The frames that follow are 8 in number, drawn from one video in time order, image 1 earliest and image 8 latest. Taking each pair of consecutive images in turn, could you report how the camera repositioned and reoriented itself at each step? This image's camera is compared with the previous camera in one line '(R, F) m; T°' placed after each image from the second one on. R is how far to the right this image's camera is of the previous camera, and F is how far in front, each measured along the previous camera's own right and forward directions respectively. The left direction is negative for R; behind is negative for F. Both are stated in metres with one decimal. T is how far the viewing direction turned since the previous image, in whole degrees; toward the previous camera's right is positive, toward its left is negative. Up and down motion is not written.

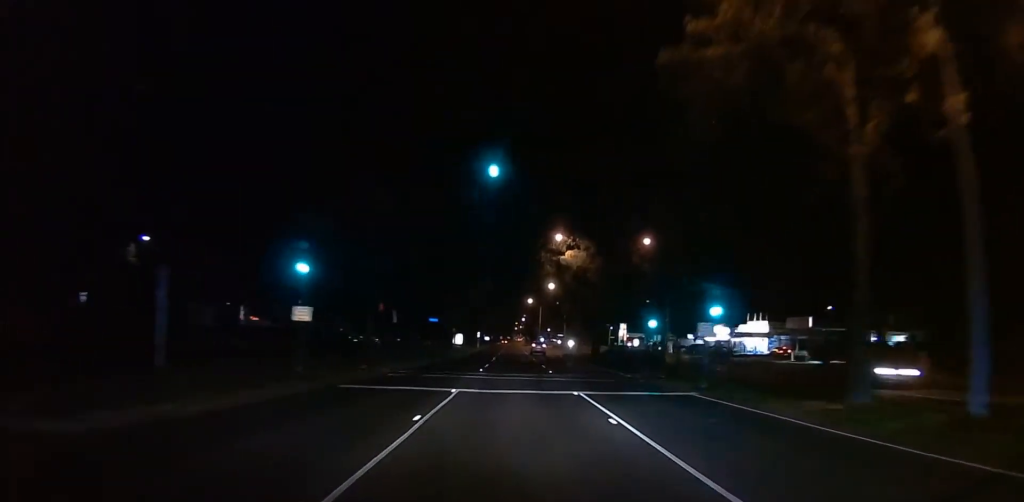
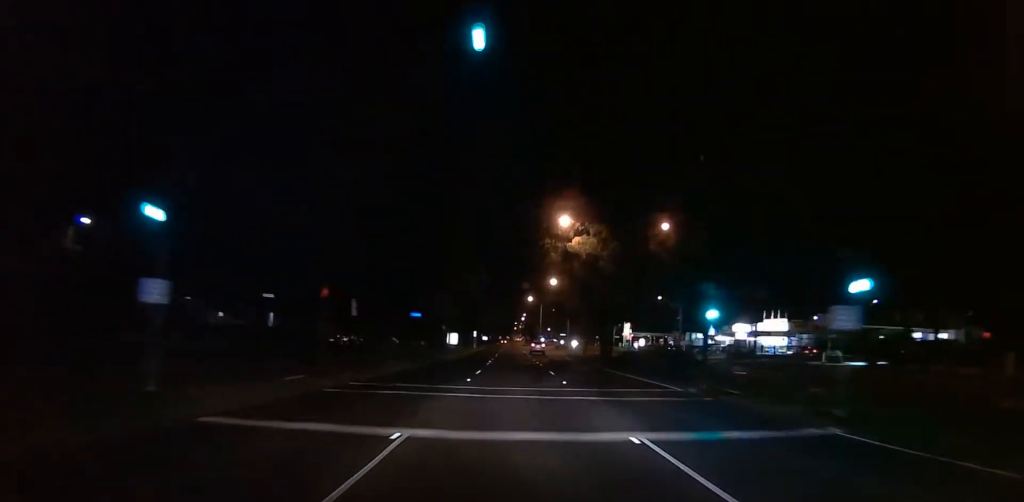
(+0.2, +8.8) m; 0°
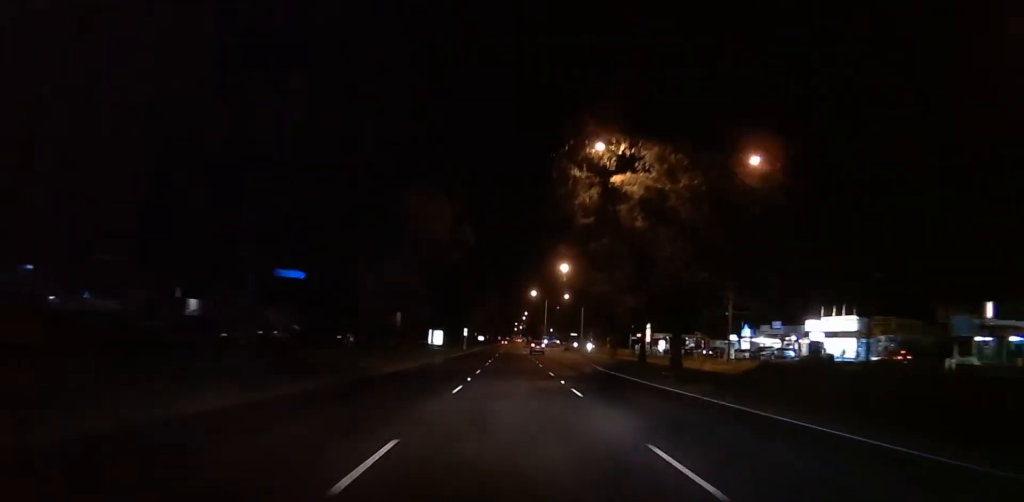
(+0.1, +23.5) m; 0°
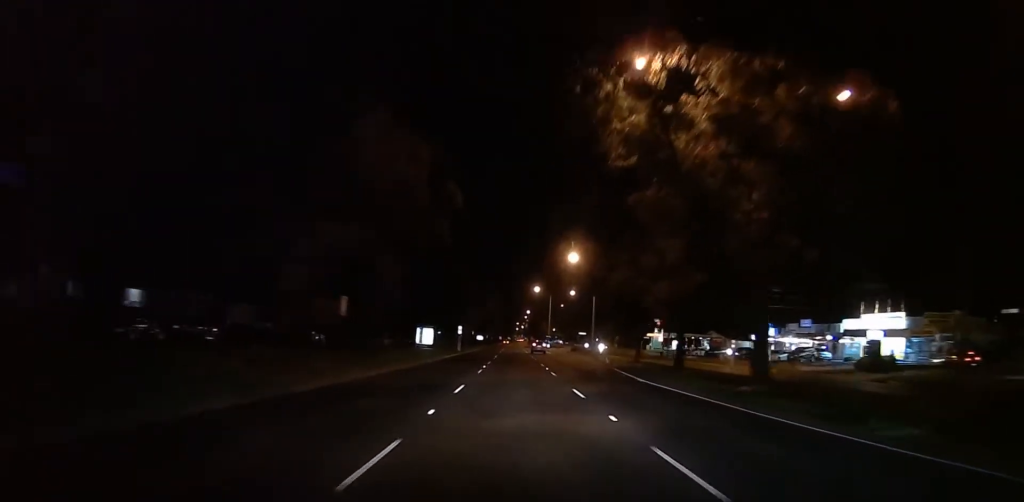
(0.0, +12.1) m; 0°
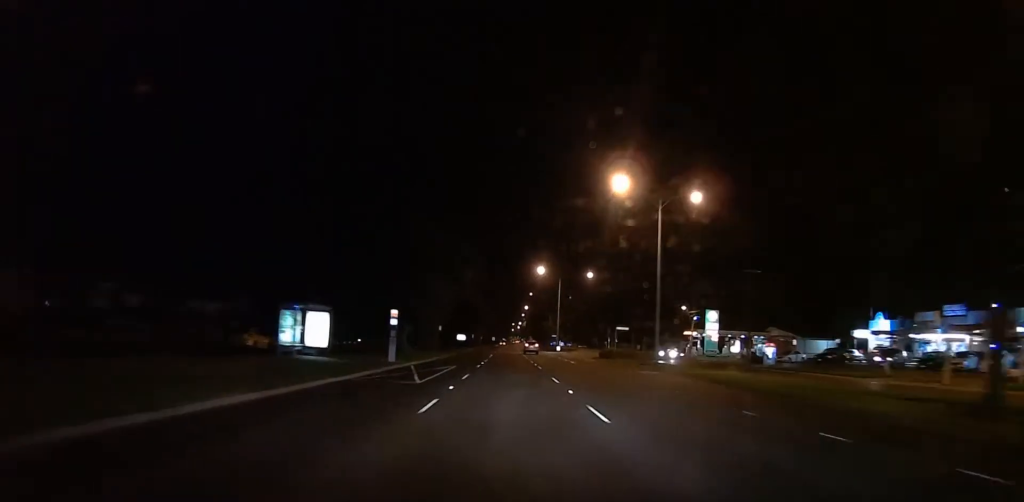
(0.0, +43.0) m; 0°
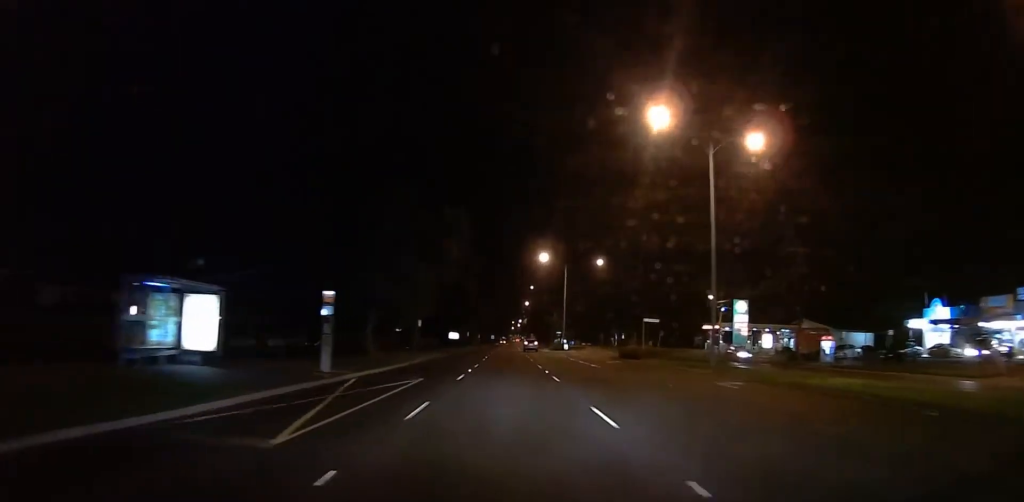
(0.0, +13.9) m; 0°
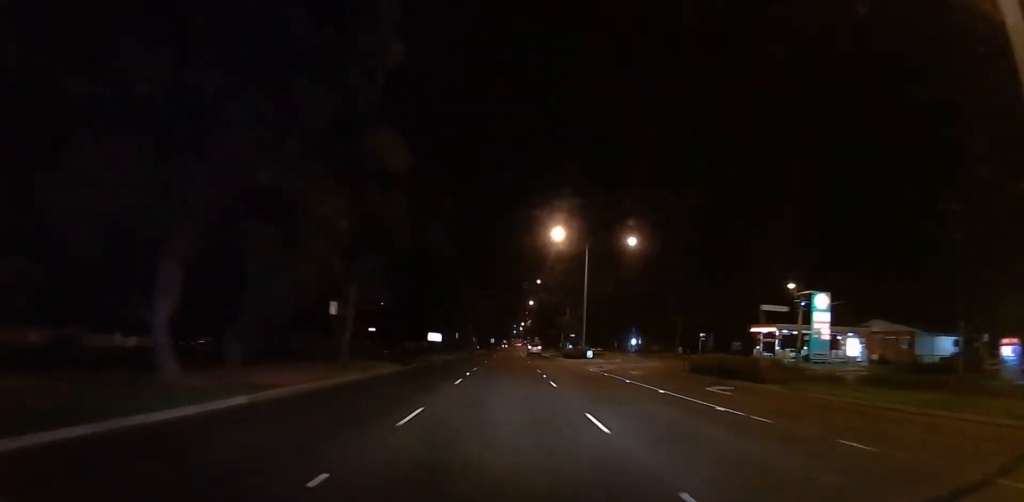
(-0.2, +24.4) m; -1°
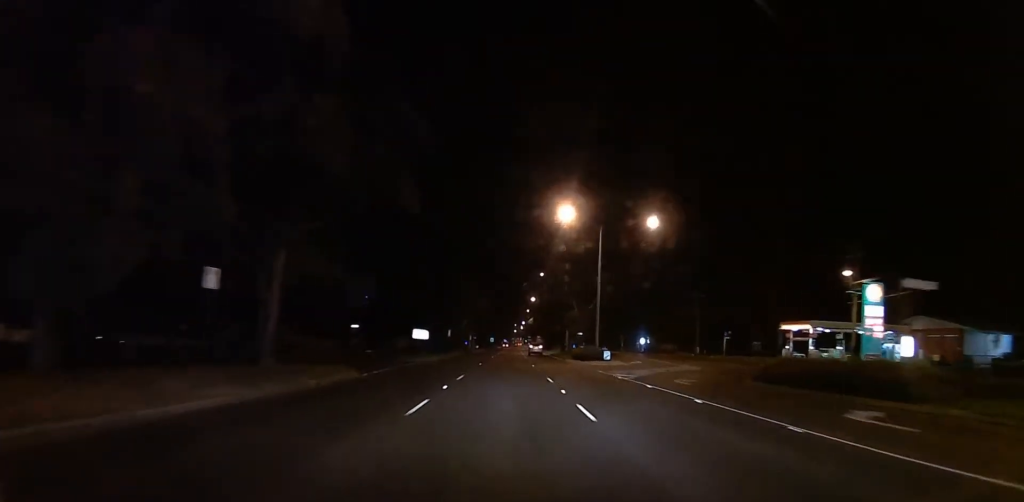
(0.0, +10.6) m; 0°
